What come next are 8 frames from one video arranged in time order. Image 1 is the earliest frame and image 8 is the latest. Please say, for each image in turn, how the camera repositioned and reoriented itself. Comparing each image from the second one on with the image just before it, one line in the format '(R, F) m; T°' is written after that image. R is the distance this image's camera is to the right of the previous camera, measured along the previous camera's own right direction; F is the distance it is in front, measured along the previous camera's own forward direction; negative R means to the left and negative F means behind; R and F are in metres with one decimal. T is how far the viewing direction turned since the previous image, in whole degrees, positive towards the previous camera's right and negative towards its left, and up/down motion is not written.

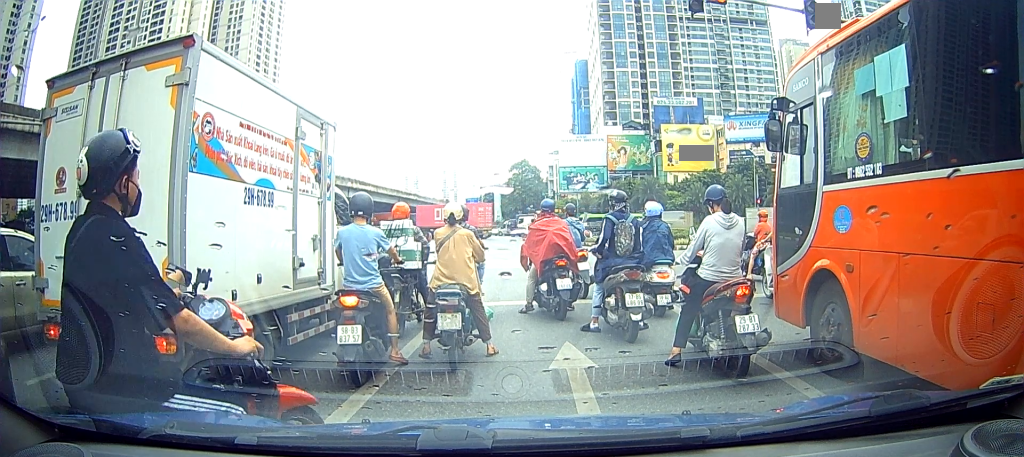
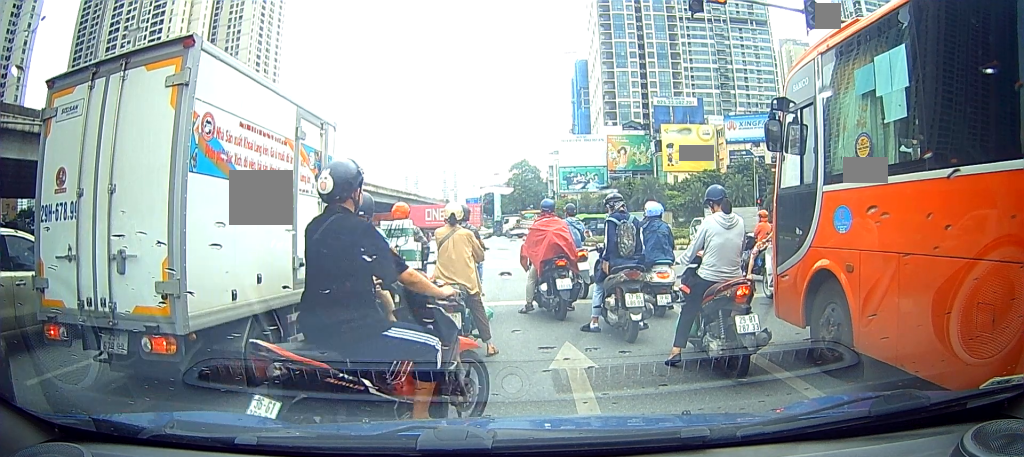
(0.0, 0.0) m; 0°
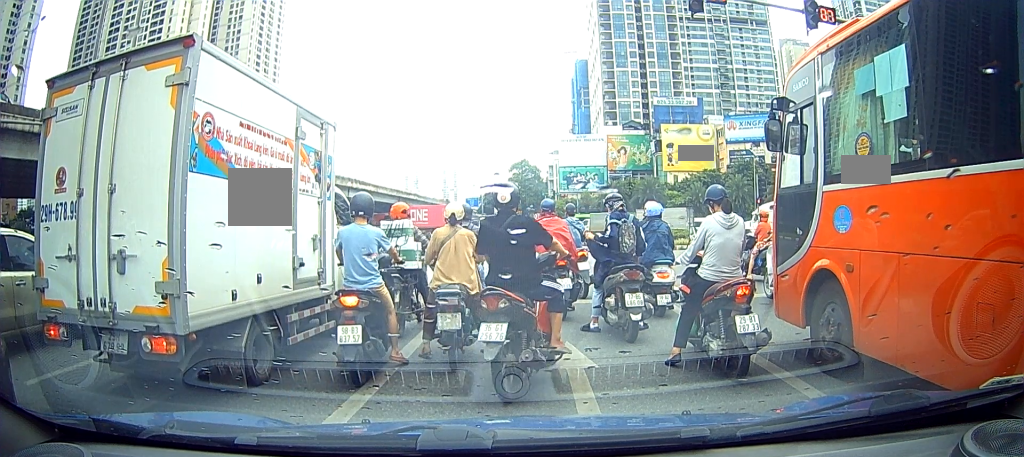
(0.0, 0.0) m; 0°
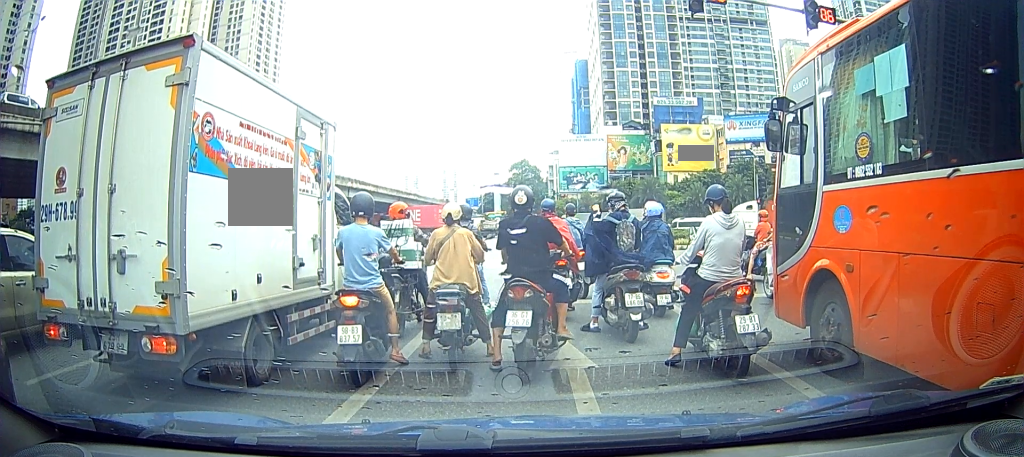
(0.0, 0.0) m; 0°
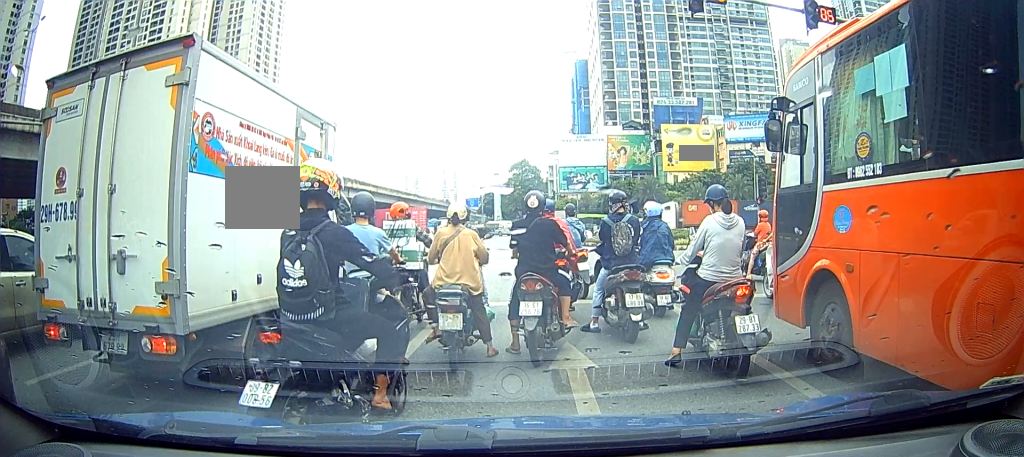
(0.0, 0.0) m; 0°
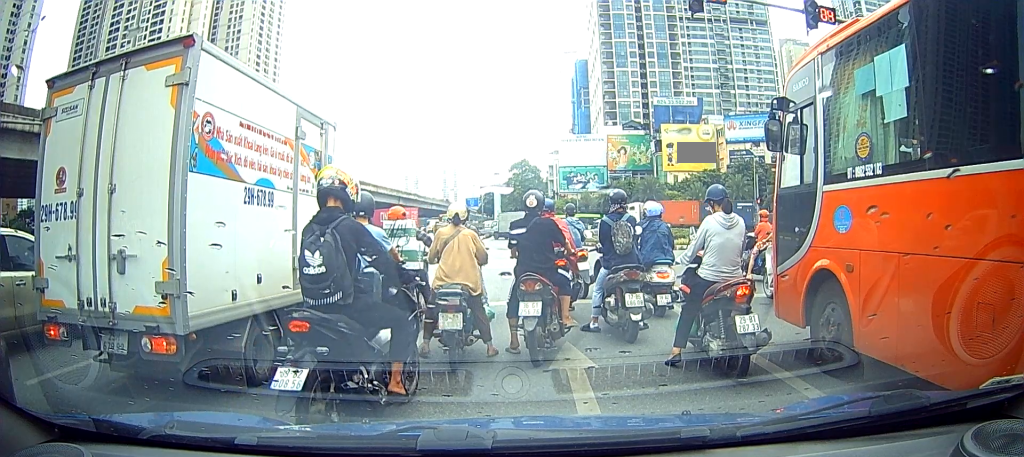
(0.0, 0.0) m; 0°
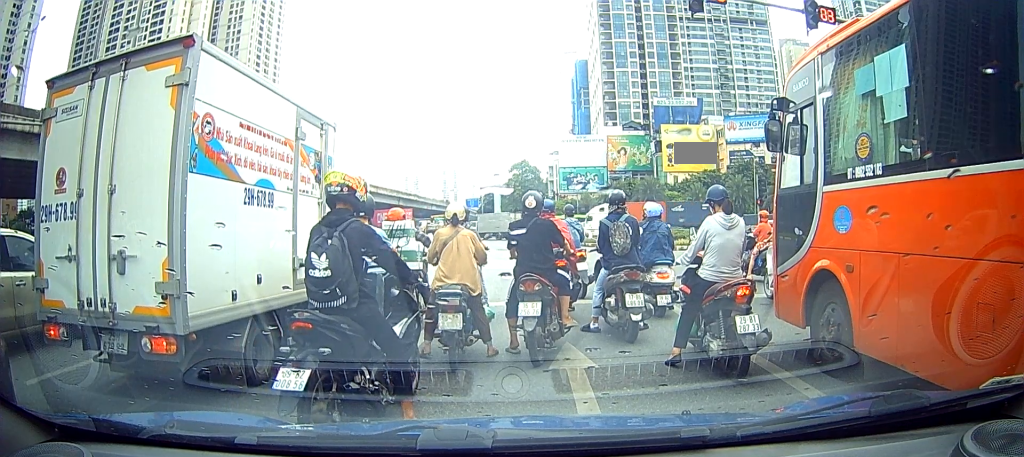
(0.0, 0.0) m; 0°
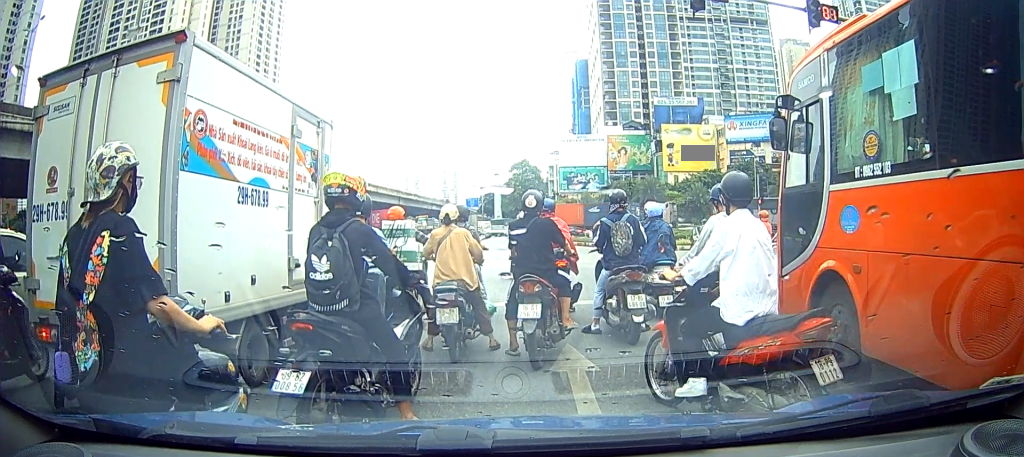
(0.0, 0.0) m; 0°
